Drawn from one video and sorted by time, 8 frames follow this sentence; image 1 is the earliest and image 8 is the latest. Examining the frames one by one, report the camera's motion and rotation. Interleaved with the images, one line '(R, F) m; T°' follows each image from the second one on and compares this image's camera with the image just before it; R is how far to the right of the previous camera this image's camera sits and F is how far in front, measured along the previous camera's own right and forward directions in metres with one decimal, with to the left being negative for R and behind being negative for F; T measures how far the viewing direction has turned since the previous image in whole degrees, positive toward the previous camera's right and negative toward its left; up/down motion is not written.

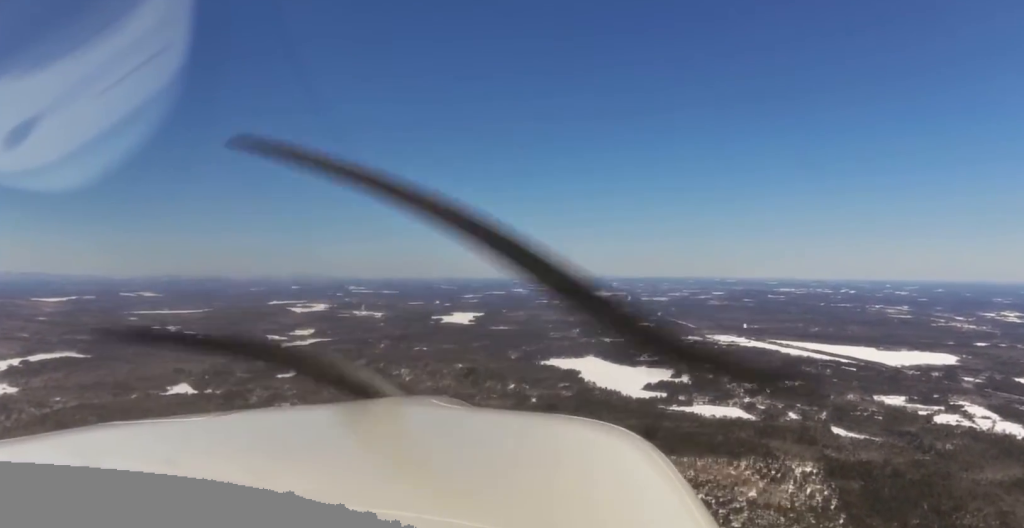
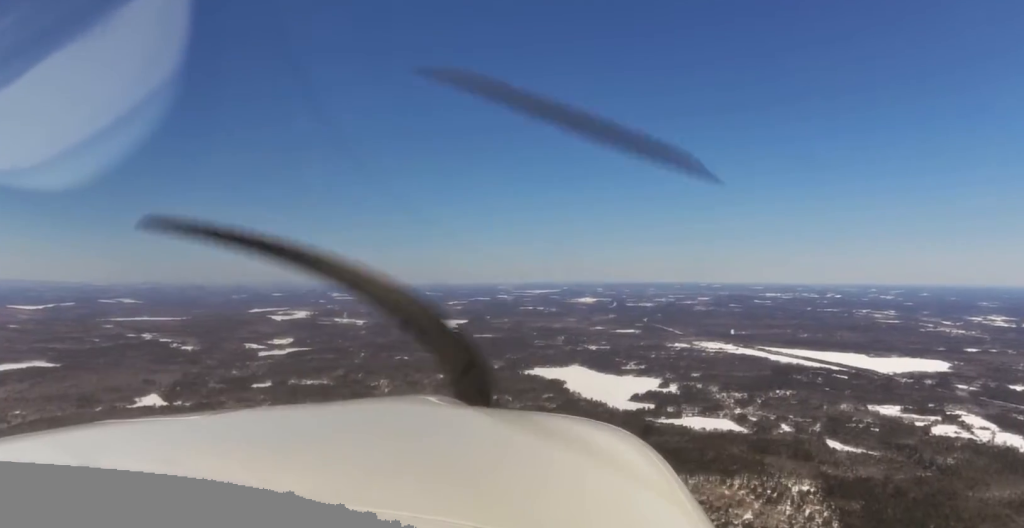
(-0.4, +116.9) m; 0°
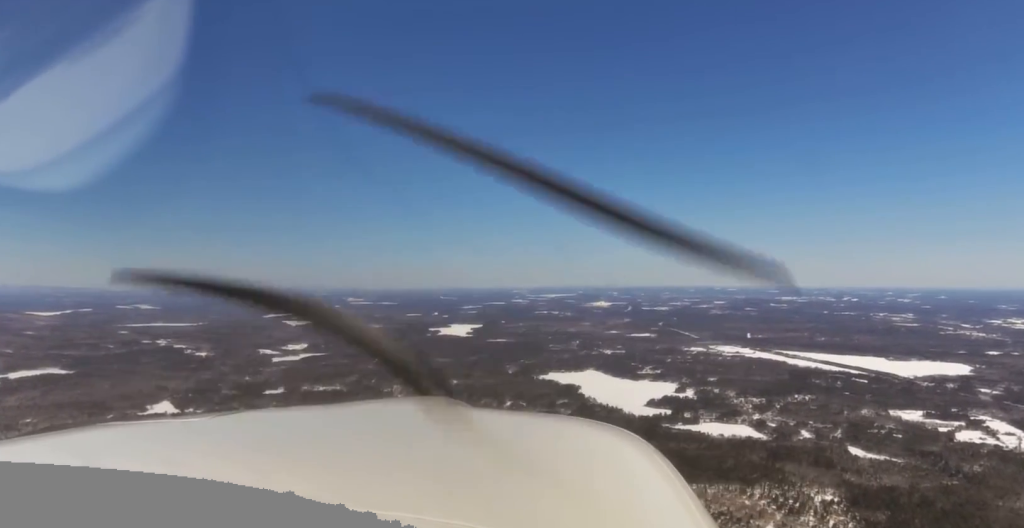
(+0.2, +52.3) m; 0°
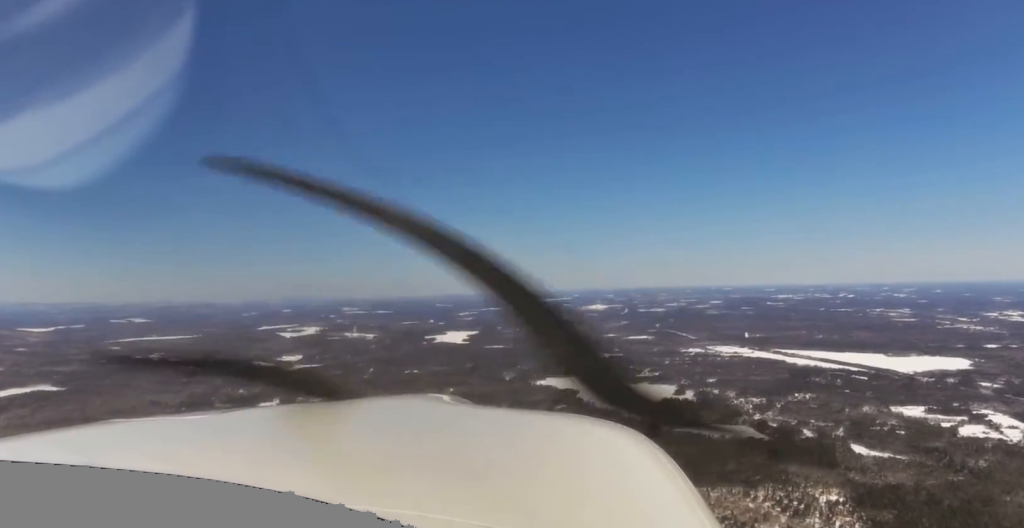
(-0.2, +37.6) m; 0°
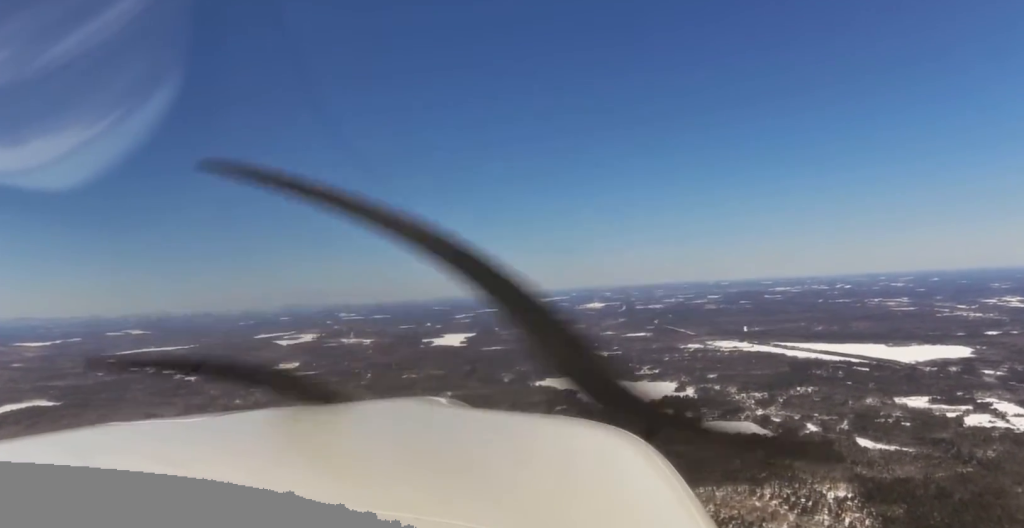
(+0.1, +41.7) m; 0°
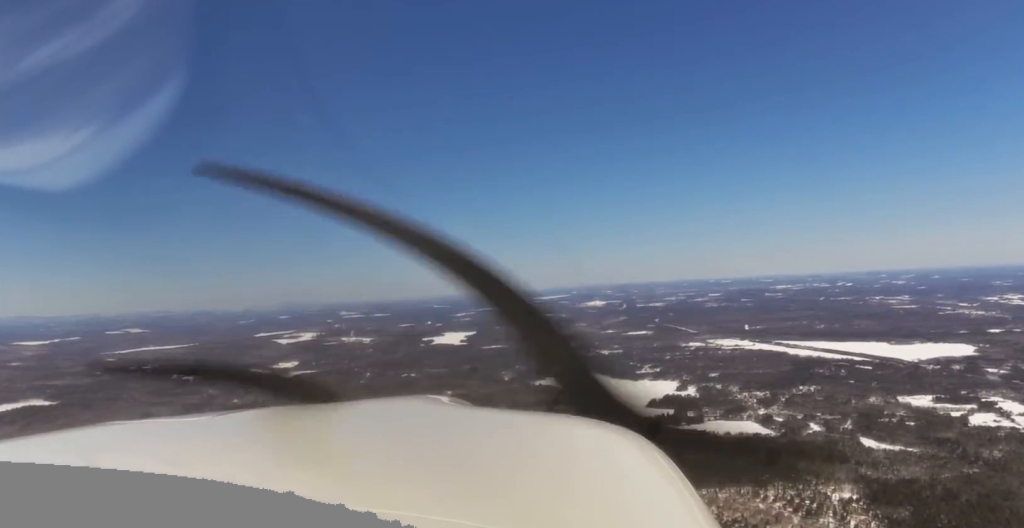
(+0.2, +33.4) m; 0°
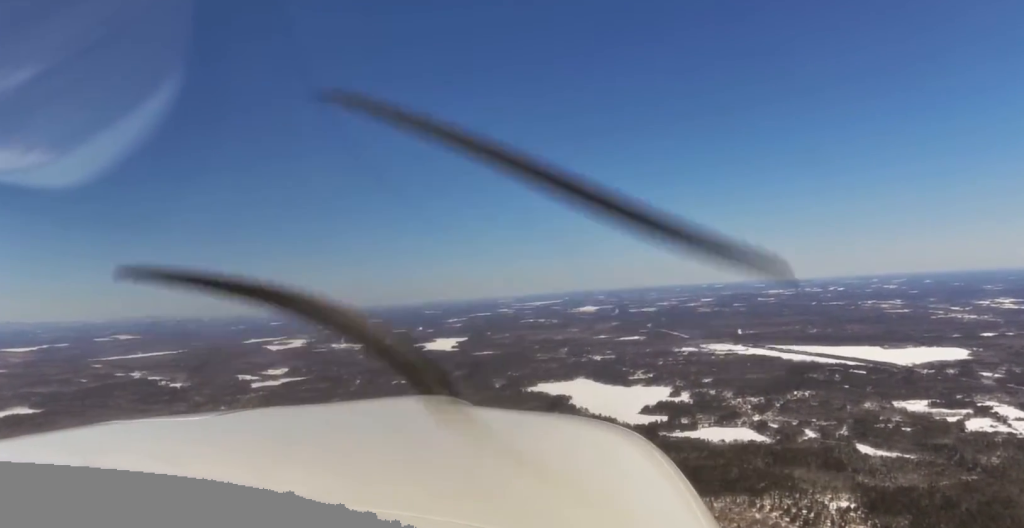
(-0.2, +37.4) m; 0°
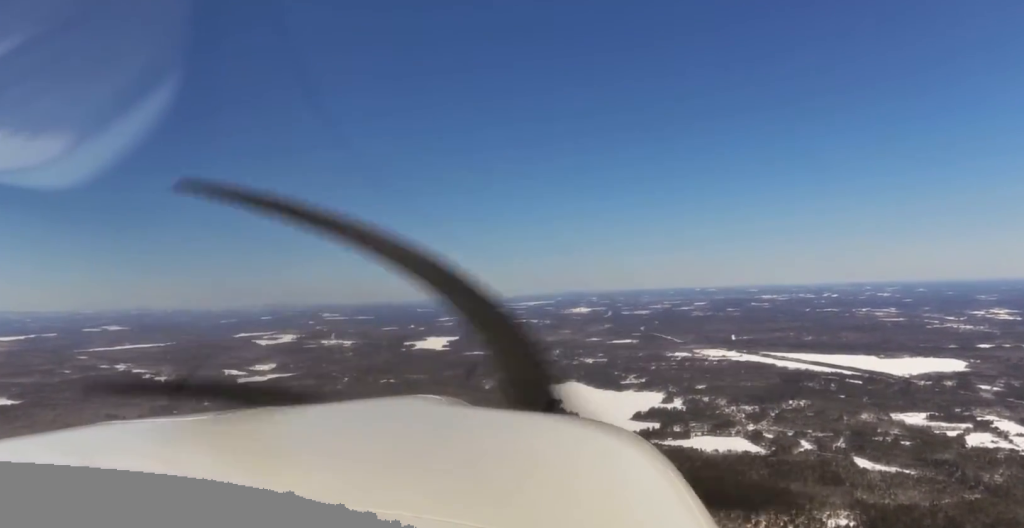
(-0.2, +78.8) m; 0°
